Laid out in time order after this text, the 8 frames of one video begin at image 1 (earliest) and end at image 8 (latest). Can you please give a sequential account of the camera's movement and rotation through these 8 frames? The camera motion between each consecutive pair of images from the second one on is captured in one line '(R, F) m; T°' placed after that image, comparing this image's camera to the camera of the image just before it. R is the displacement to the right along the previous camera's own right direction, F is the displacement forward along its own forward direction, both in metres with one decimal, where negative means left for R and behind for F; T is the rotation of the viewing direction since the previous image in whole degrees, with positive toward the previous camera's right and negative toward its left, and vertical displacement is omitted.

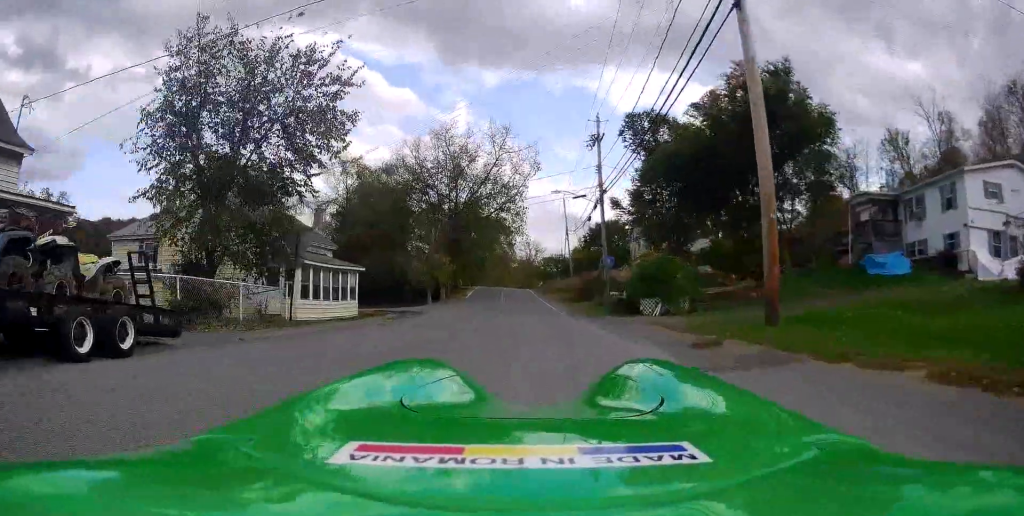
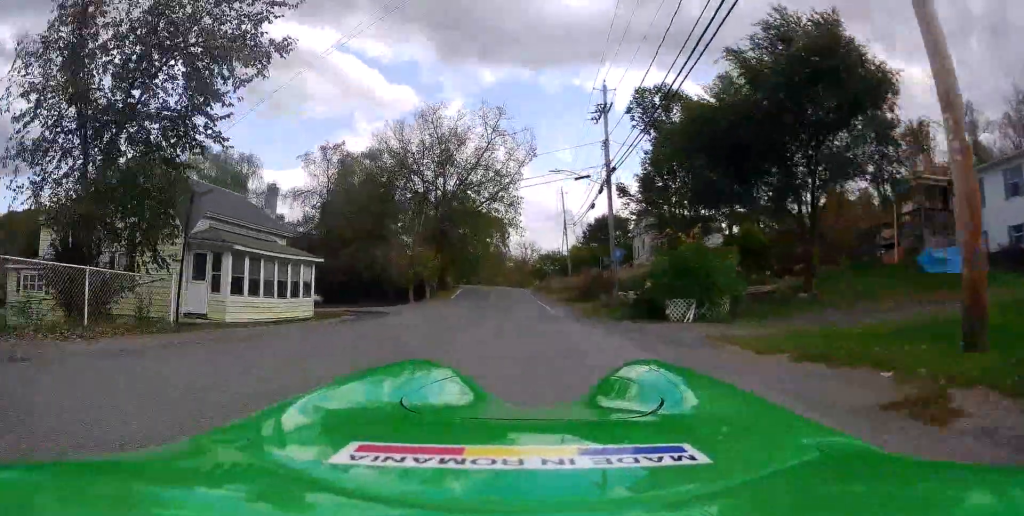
(0.0, +5.3) m; 0°
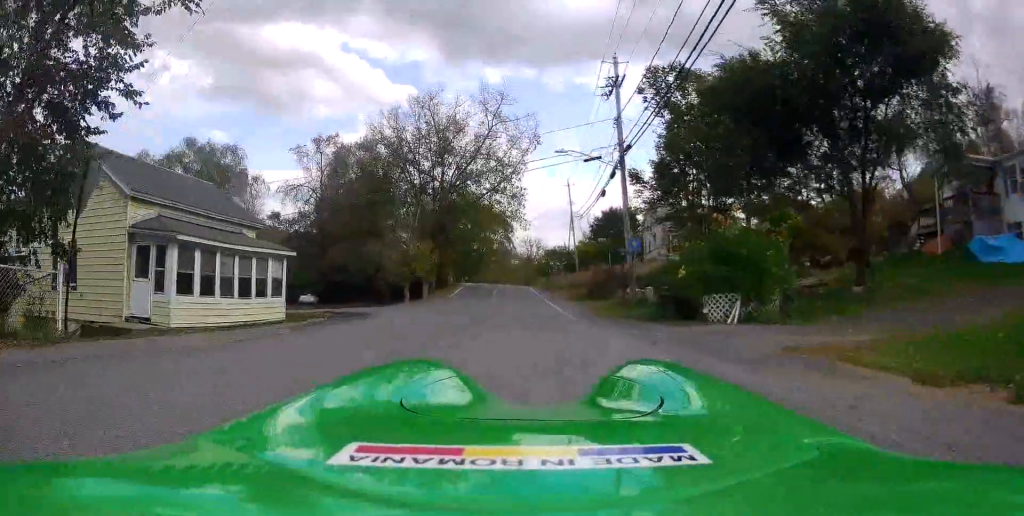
(0.0, +3.5) m; 0°
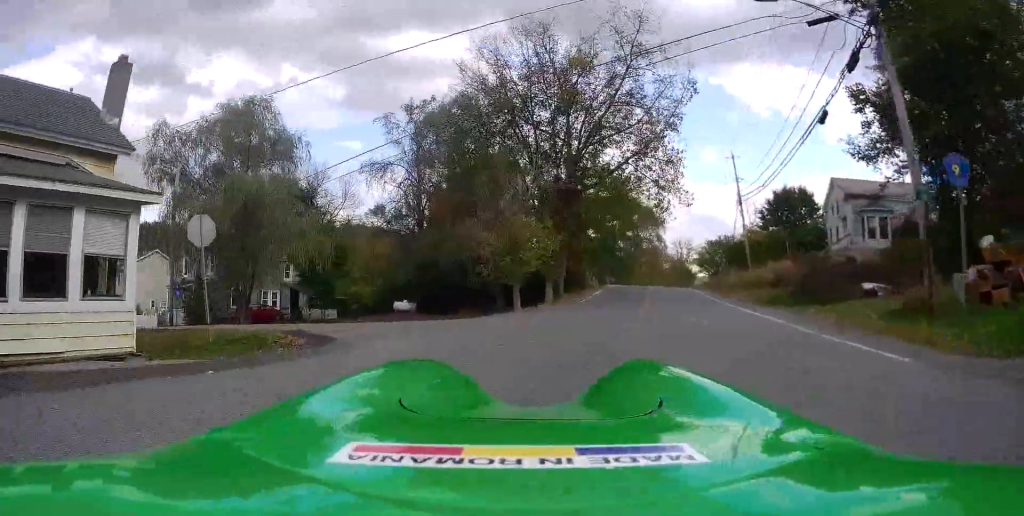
(-0.2, +13.9) m; -8°
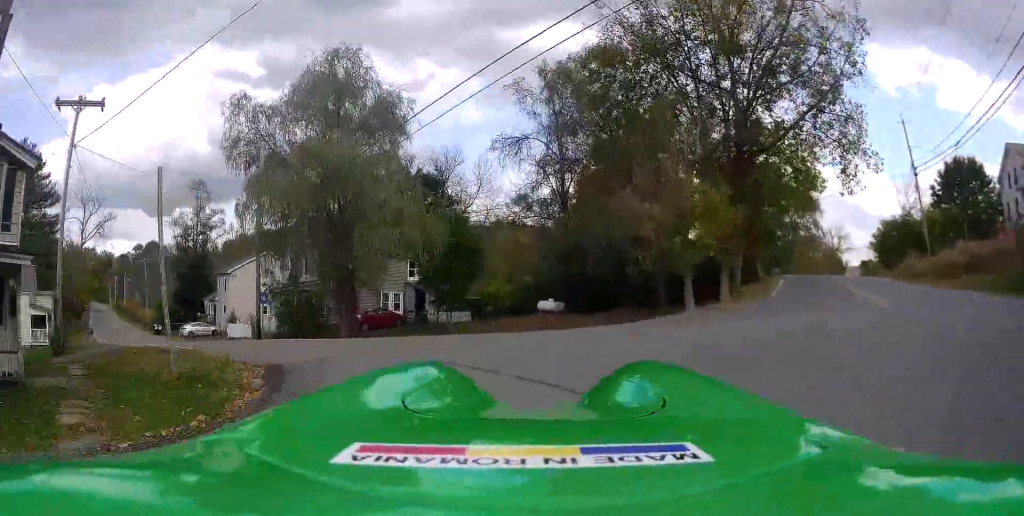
(-0.6, +6.3) m; -8°
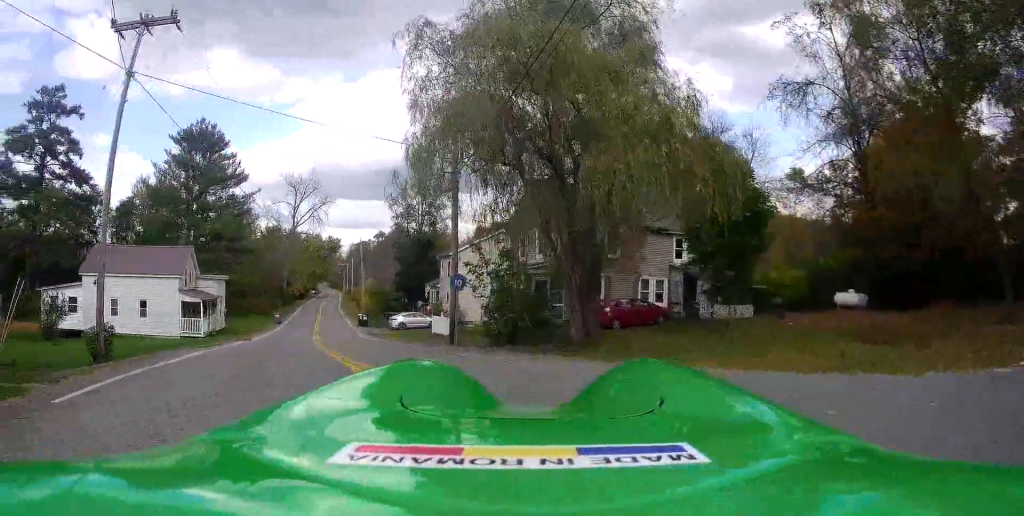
(-0.8, +9.6) m; -18°
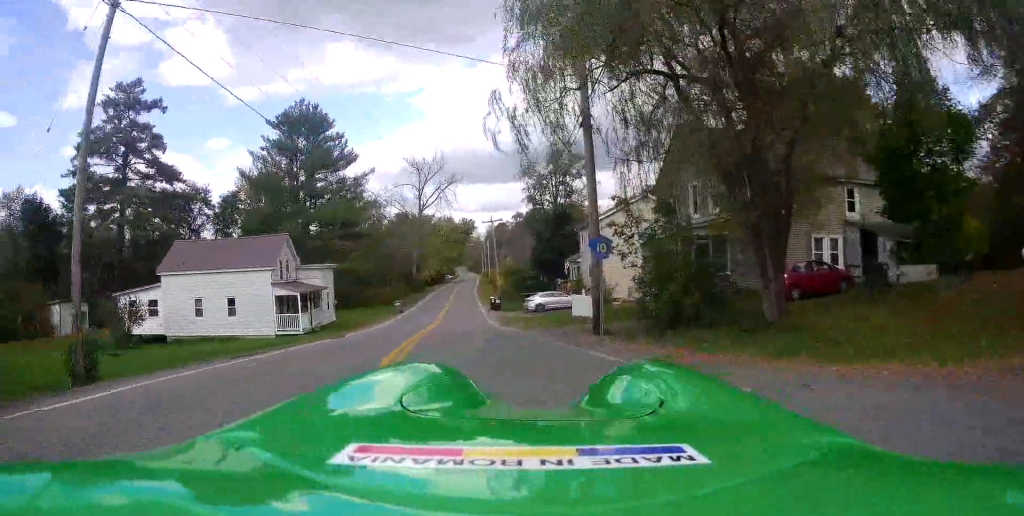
(-0.8, +5.3) m; -13°
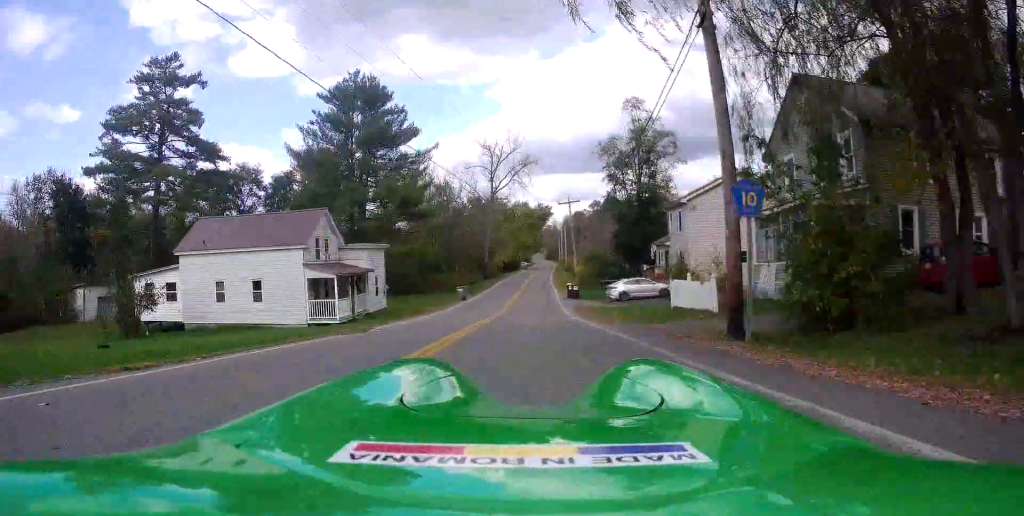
(-0.7, +5.6) m; -13°
